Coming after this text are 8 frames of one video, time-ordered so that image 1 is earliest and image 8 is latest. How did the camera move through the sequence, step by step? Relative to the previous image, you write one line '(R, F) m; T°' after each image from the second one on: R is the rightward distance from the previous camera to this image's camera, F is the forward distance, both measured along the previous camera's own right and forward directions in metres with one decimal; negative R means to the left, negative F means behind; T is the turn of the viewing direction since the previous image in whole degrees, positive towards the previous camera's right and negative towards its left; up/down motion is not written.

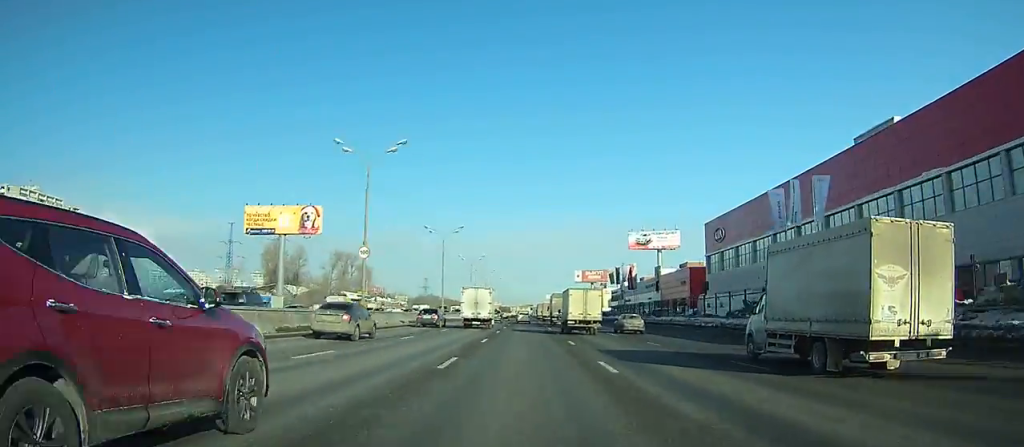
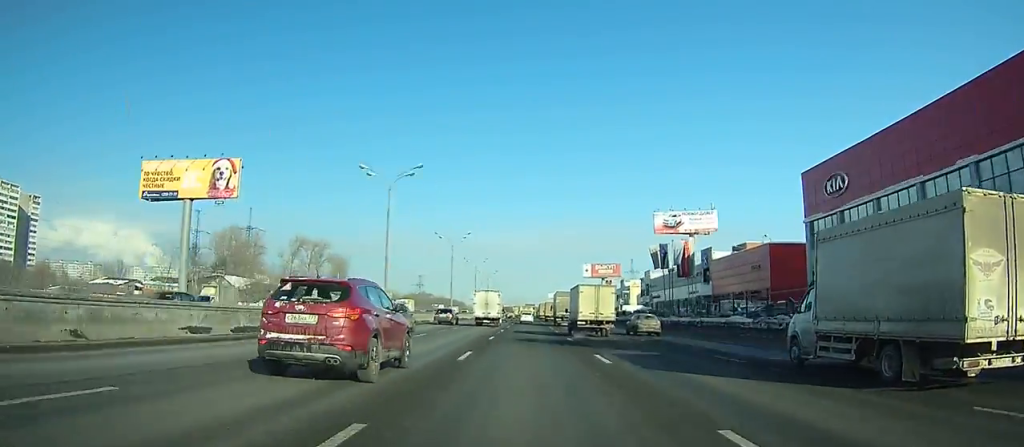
(0.0, +33.7) m; 0°
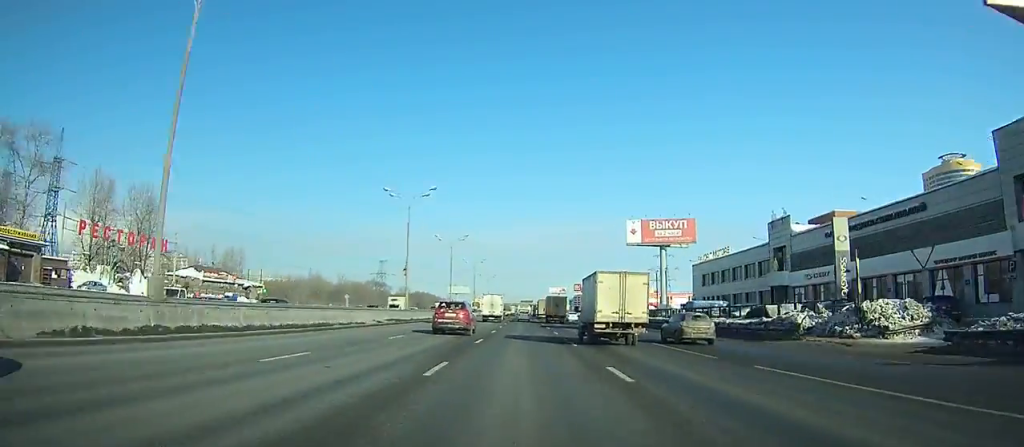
(+0.3, +108.7) m; 0°
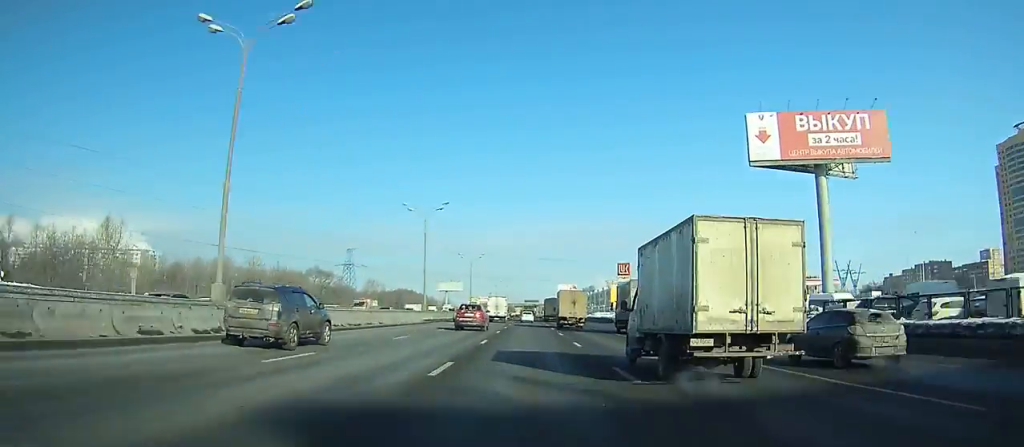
(-0.4, +69.0) m; -1°
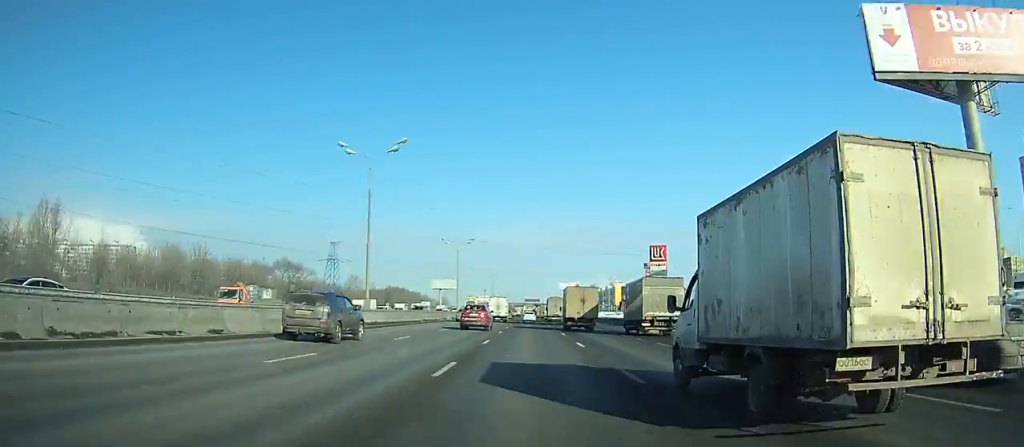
(0.0, +23.7) m; 0°
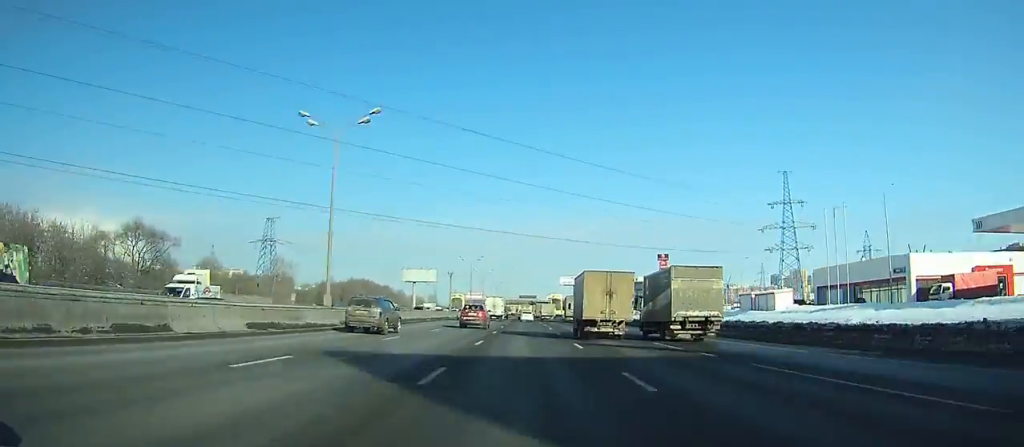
(+0.1, +60.0) m; 0°
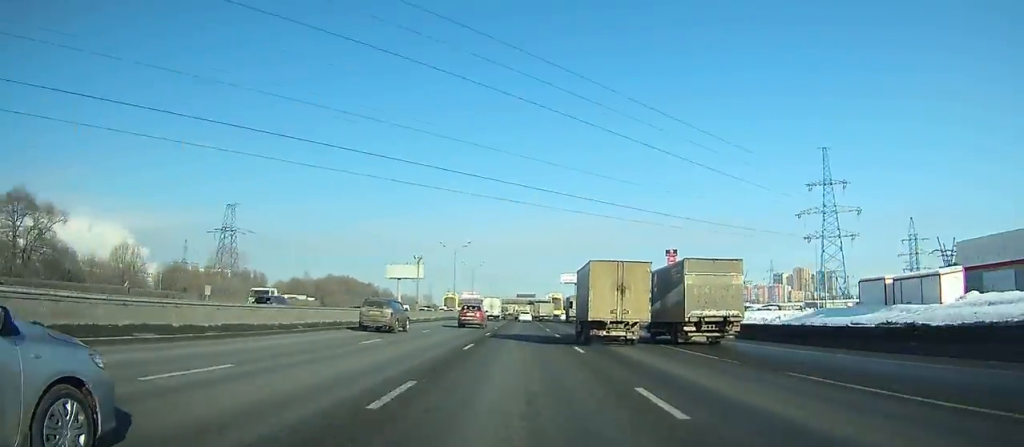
(0.0, +27.6) m; 0°
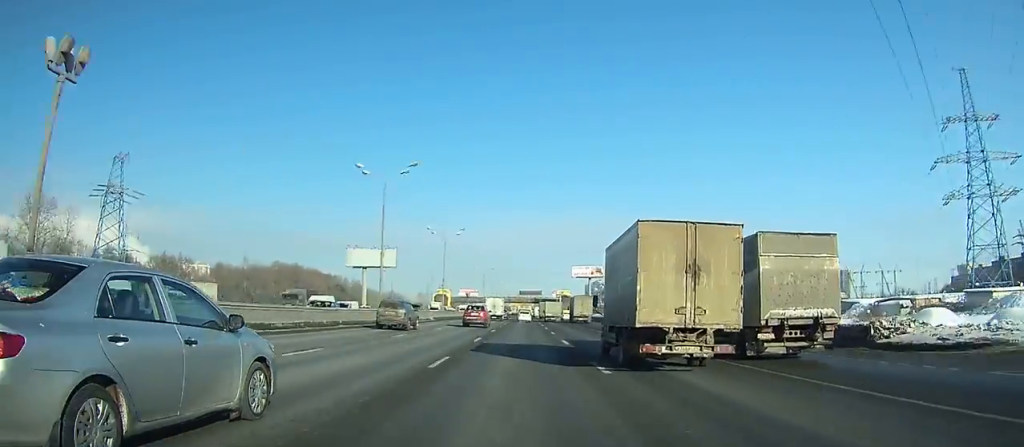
(+0.1, +55.7) m; 0°
